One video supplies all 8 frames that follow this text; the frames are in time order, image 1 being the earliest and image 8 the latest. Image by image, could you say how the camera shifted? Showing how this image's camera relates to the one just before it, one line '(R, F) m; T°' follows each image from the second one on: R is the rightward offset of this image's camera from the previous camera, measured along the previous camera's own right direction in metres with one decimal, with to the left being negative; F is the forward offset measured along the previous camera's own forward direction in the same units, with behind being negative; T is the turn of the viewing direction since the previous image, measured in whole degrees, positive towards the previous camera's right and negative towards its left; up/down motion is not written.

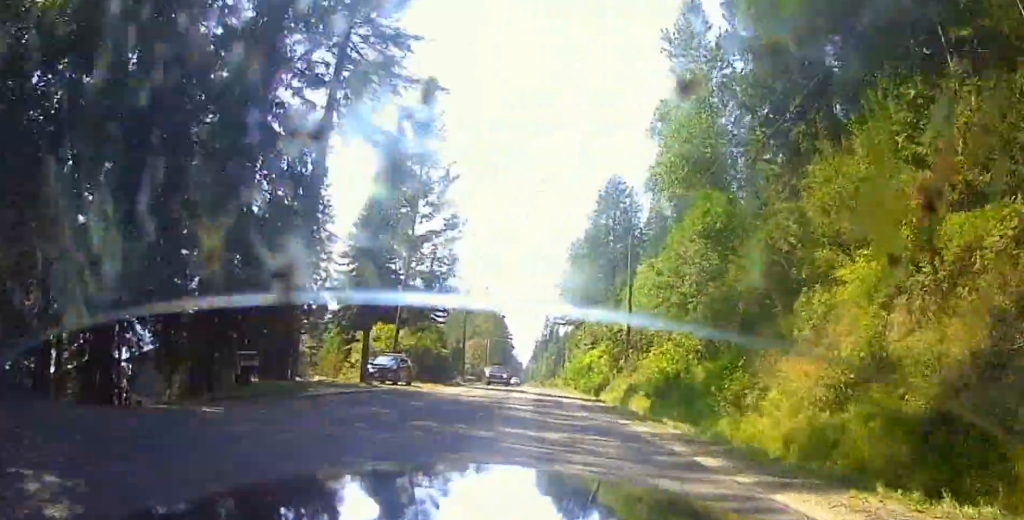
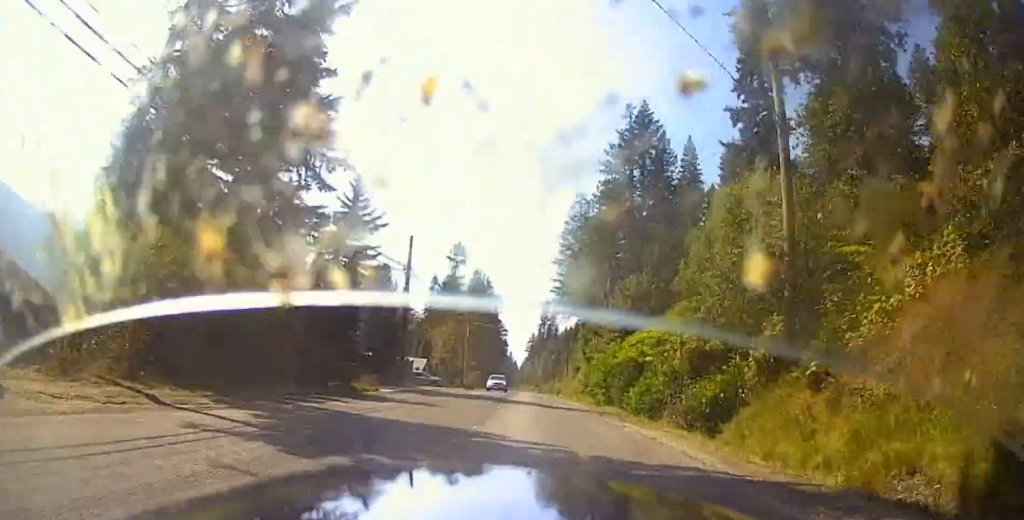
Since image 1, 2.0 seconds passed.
(-0.5, +32.9) m; -1°
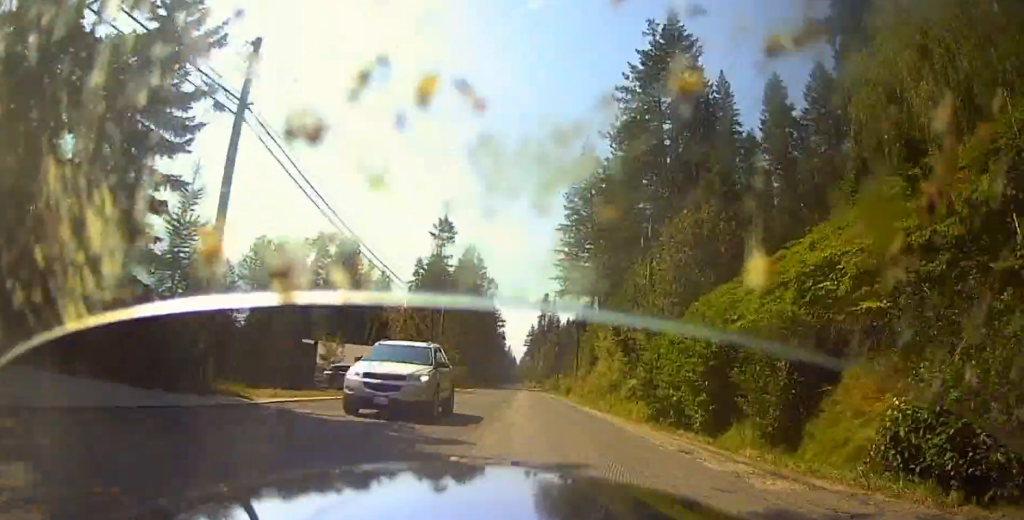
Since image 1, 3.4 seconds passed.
(0.0, +24.6) m; 0°
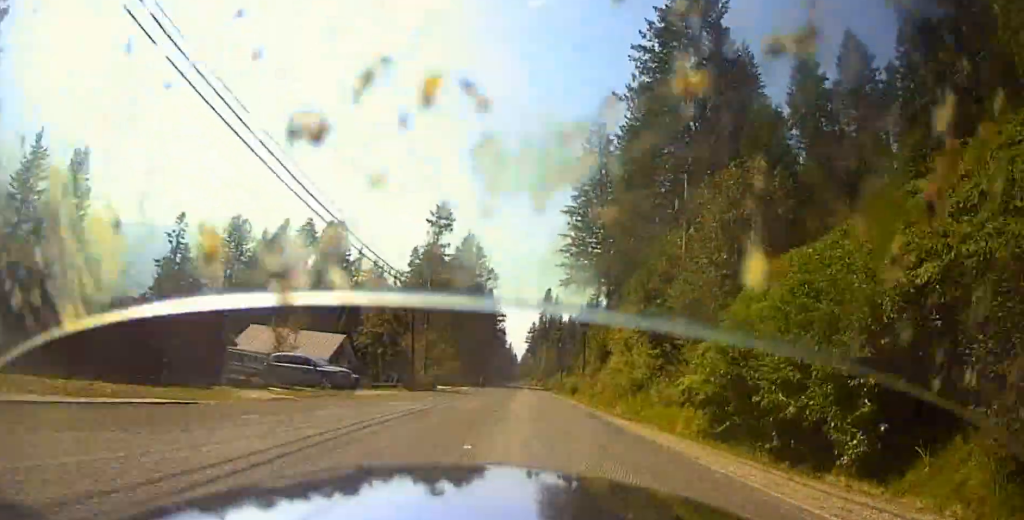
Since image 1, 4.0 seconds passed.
(0.0, +9.8) m; -1°
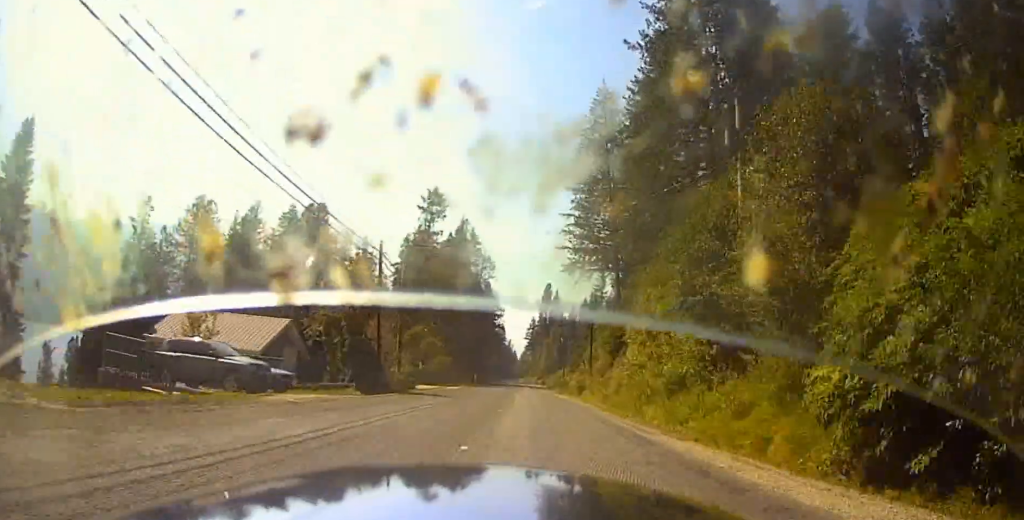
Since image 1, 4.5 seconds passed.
(0.0, +9.8) m; -1°
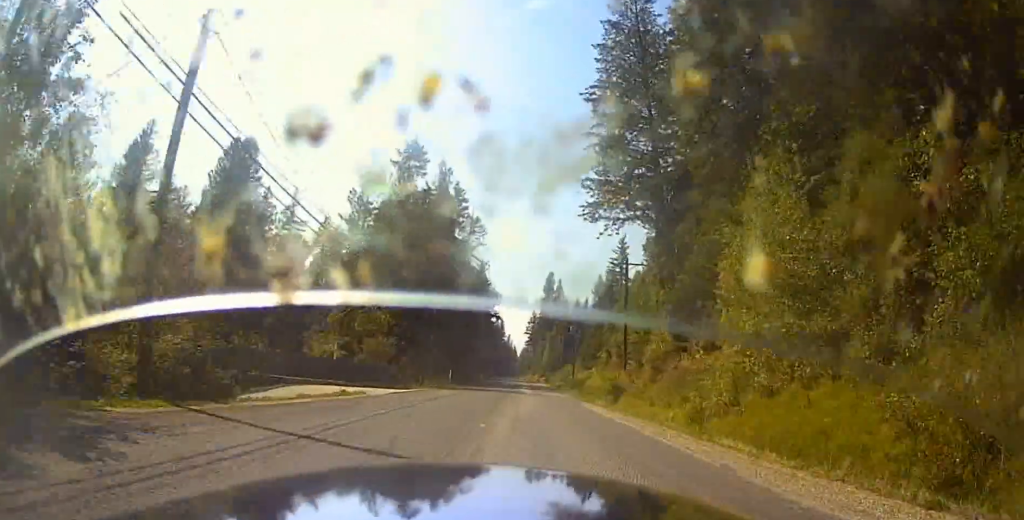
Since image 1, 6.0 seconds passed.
(+0.1, +25.7) m; +3°
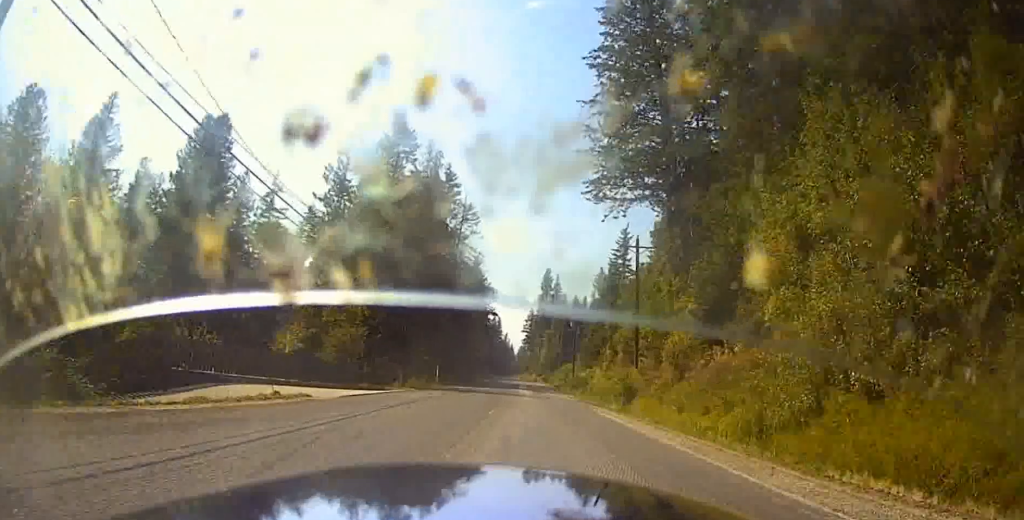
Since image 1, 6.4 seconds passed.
(0.0, +6.8) m; +1°
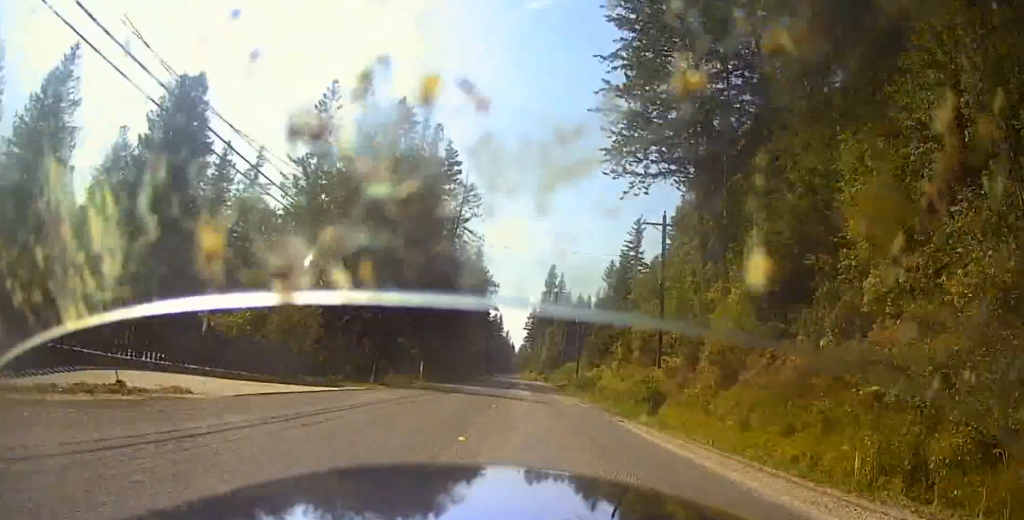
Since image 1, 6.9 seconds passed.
(+0.2, +7.1) m; +1°
